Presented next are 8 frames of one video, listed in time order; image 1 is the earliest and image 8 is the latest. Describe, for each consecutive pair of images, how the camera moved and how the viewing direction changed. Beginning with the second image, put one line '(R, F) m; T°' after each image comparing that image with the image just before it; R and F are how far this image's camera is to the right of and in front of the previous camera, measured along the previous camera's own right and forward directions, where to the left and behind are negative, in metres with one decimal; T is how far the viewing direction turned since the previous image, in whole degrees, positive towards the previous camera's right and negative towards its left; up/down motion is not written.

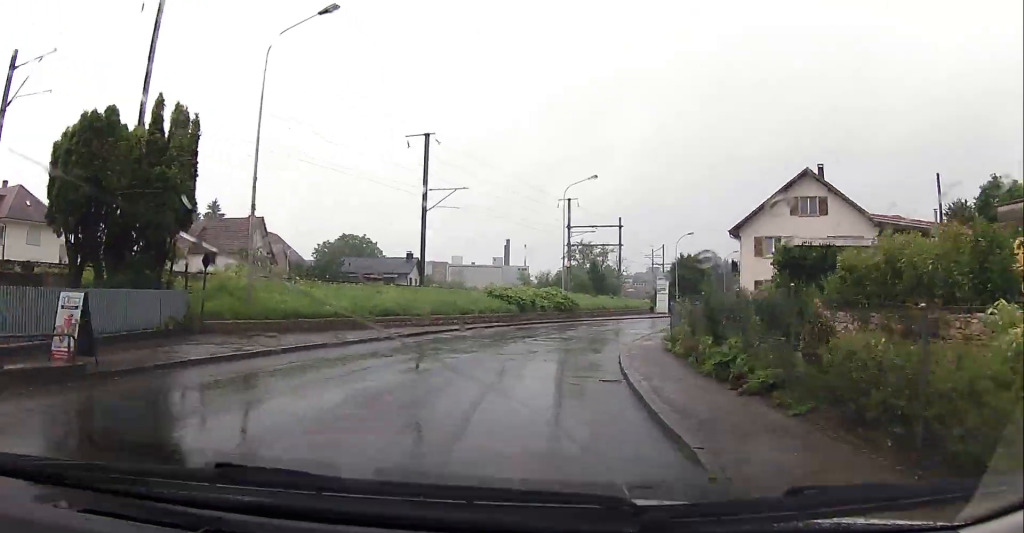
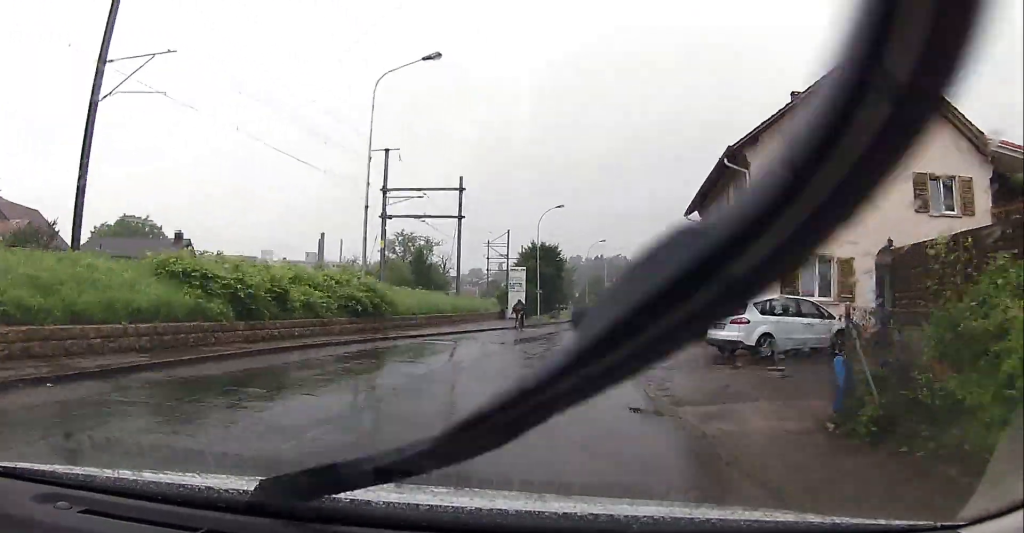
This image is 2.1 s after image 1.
(+3.5, +24.6) m; +19°
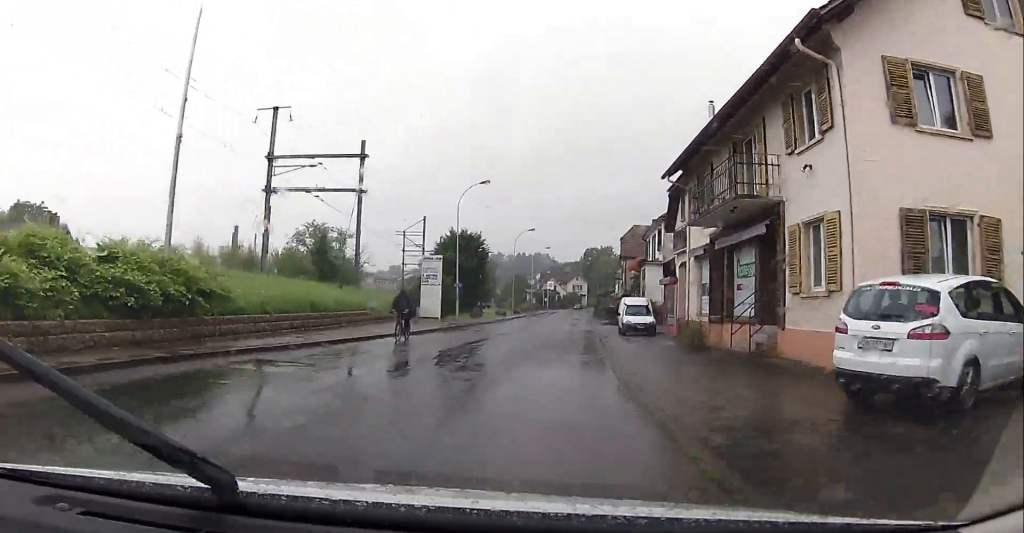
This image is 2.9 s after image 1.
(+1.2, +10.4) m; +7°
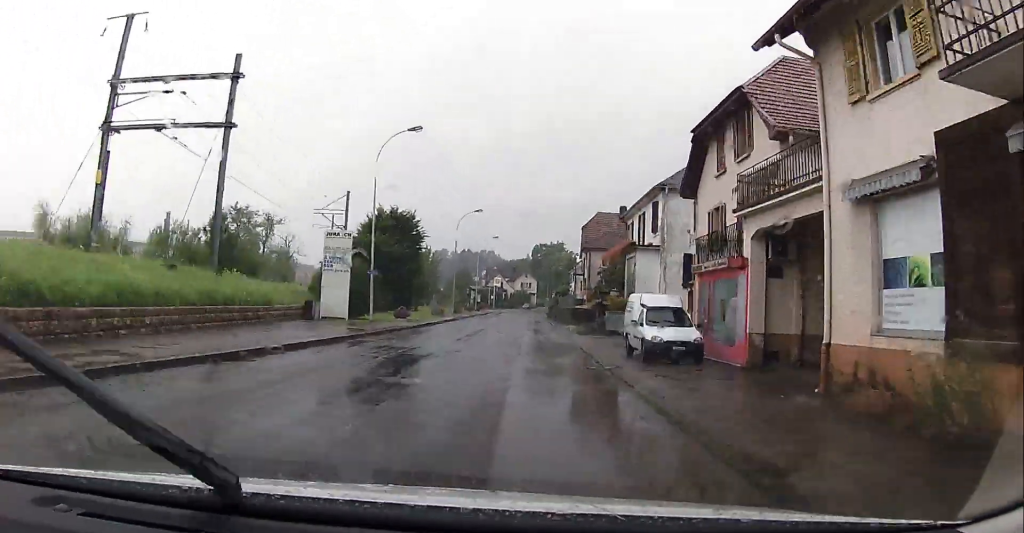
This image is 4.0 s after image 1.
(+0.6, +14.2) m; +8°
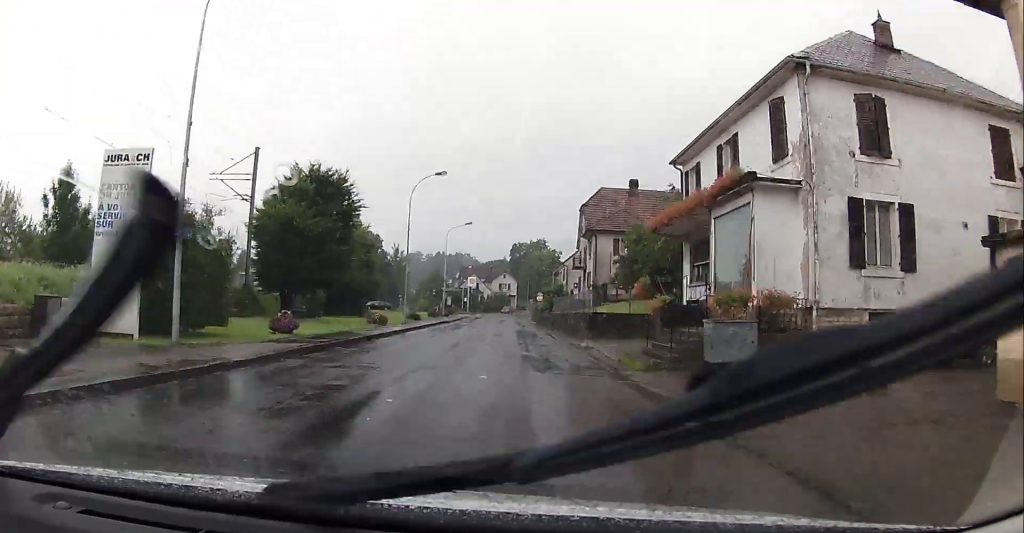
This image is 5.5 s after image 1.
(+1.4, +19.7) m; +3°
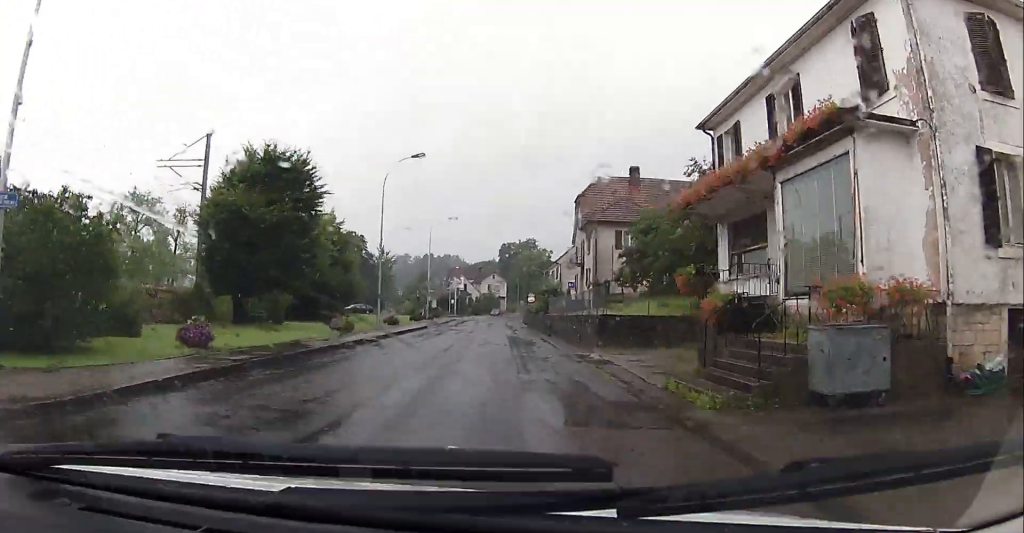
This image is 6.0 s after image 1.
(-0.2, +6.2) m; 0°
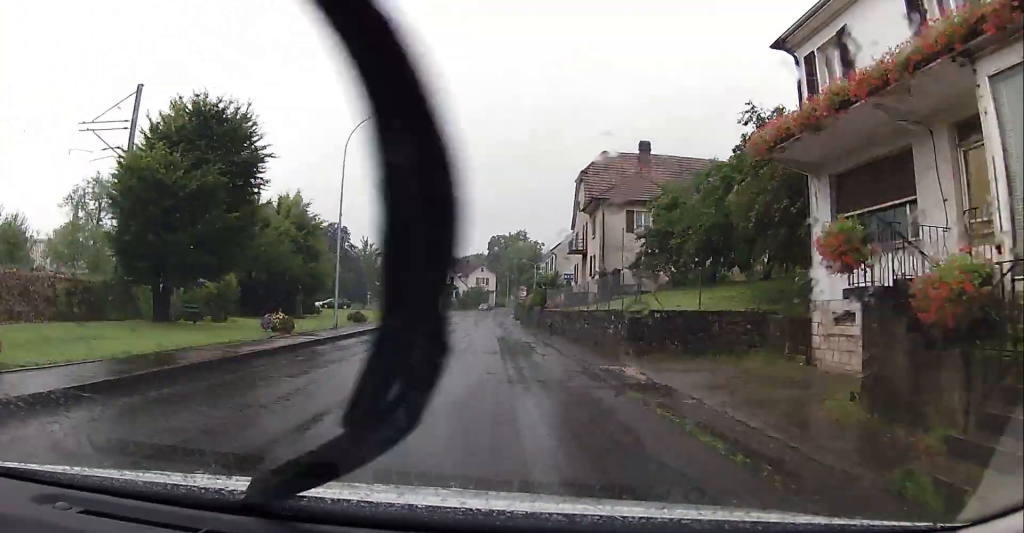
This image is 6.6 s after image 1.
(+0.2, +7.8) m; 0°
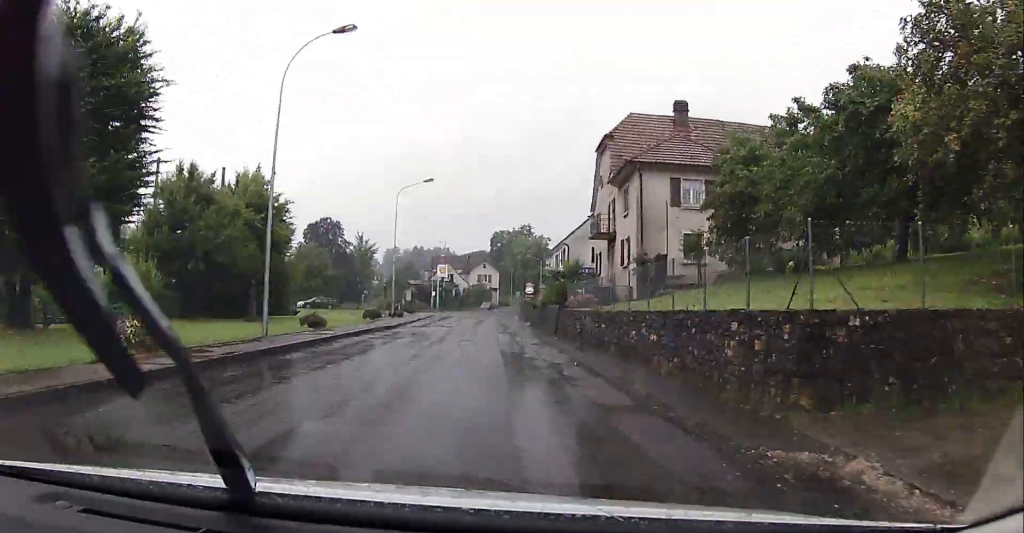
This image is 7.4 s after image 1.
(+0.1, +9.9) m; 0°
